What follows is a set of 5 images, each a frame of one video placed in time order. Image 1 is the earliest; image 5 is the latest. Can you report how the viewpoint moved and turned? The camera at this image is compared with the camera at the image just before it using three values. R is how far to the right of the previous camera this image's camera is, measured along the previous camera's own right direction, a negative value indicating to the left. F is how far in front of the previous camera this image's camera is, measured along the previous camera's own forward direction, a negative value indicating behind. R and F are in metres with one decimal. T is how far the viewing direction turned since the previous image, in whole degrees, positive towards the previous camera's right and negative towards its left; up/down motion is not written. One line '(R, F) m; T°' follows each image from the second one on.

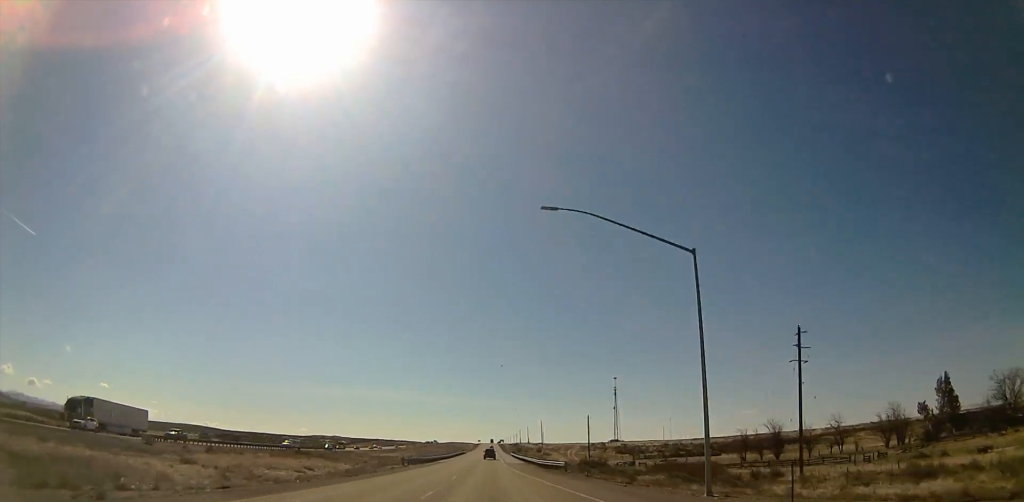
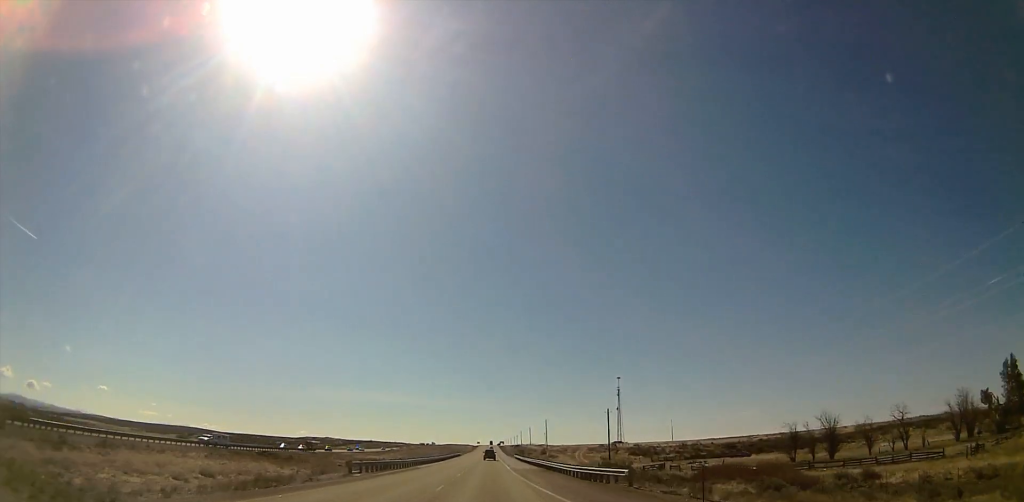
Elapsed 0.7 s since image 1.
(+0.1, +25.7) m; 0°
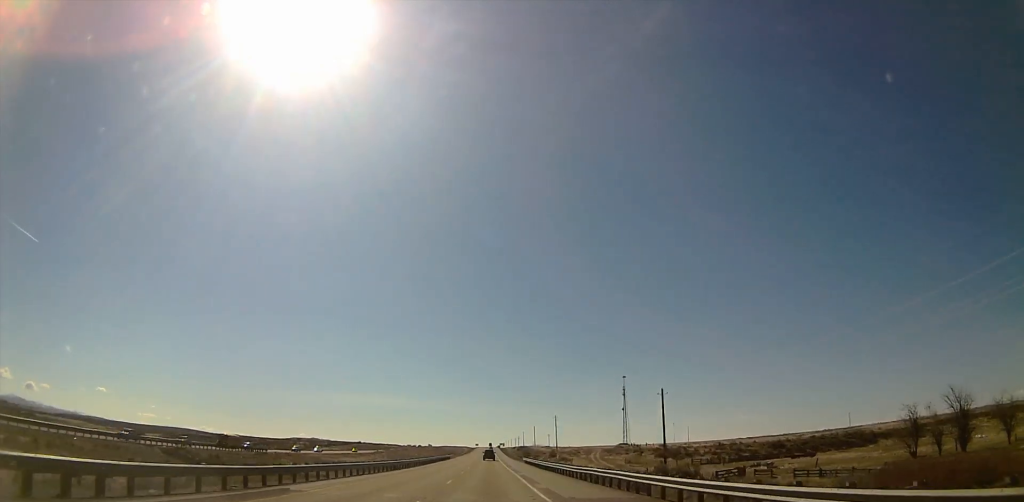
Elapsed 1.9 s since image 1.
(-0.2, +39.7) m; 0°
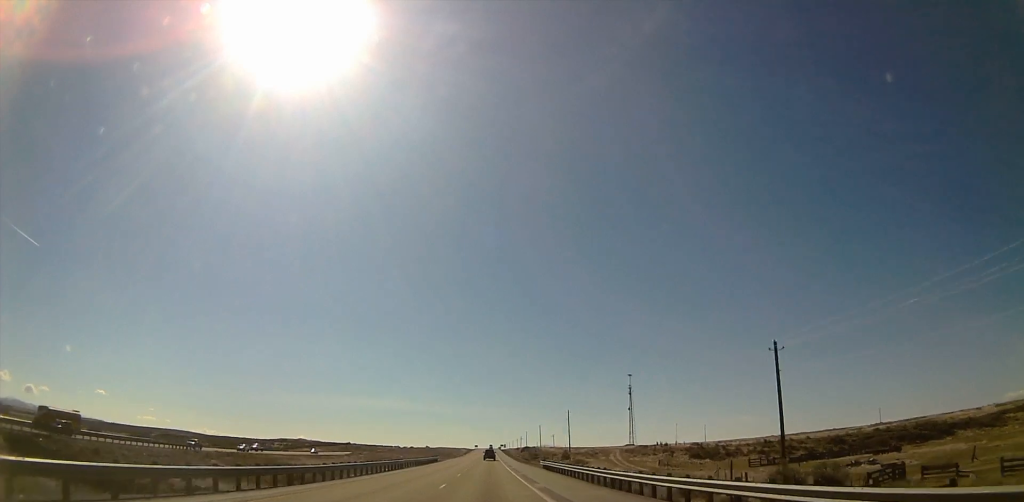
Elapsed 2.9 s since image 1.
(+0.3, +35.0) m; 0°
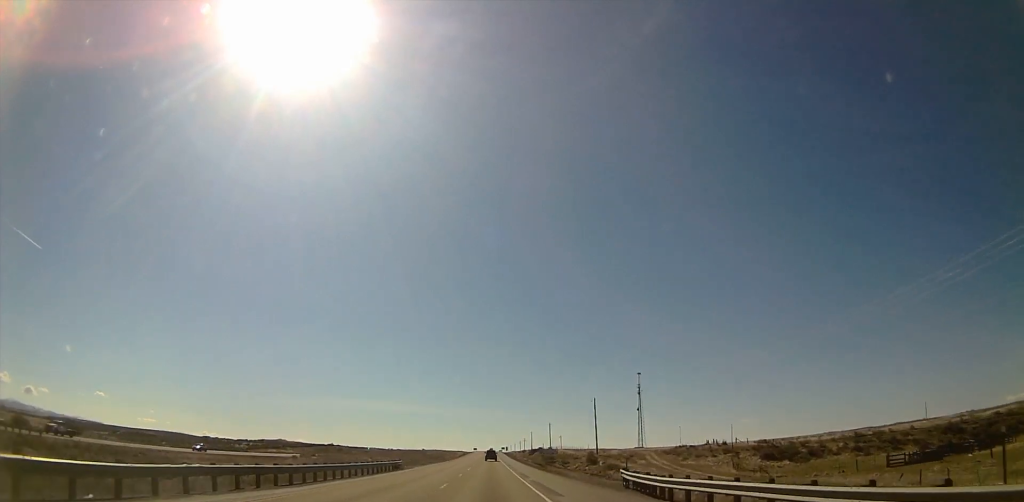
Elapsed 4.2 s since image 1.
(-0.3, +45.6) m; -1°
